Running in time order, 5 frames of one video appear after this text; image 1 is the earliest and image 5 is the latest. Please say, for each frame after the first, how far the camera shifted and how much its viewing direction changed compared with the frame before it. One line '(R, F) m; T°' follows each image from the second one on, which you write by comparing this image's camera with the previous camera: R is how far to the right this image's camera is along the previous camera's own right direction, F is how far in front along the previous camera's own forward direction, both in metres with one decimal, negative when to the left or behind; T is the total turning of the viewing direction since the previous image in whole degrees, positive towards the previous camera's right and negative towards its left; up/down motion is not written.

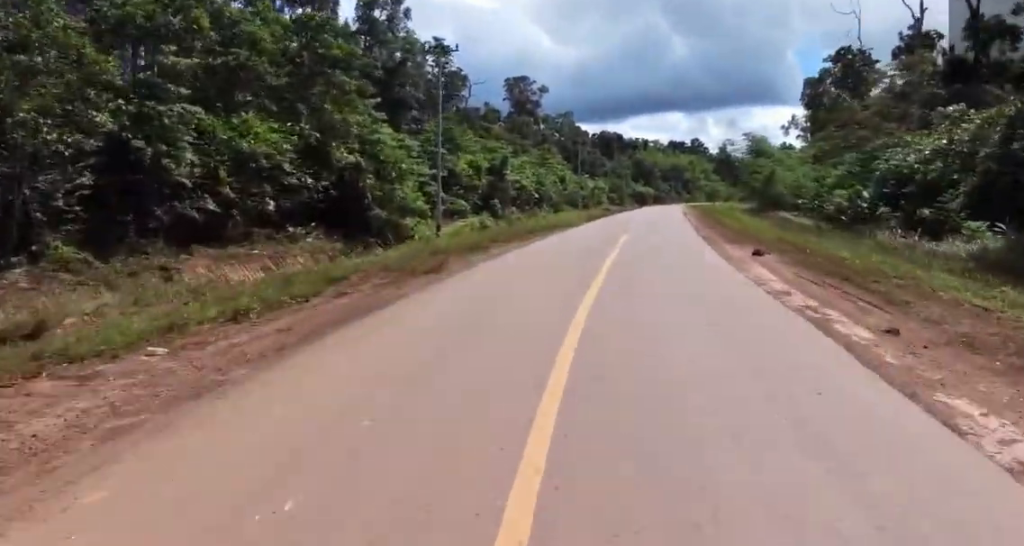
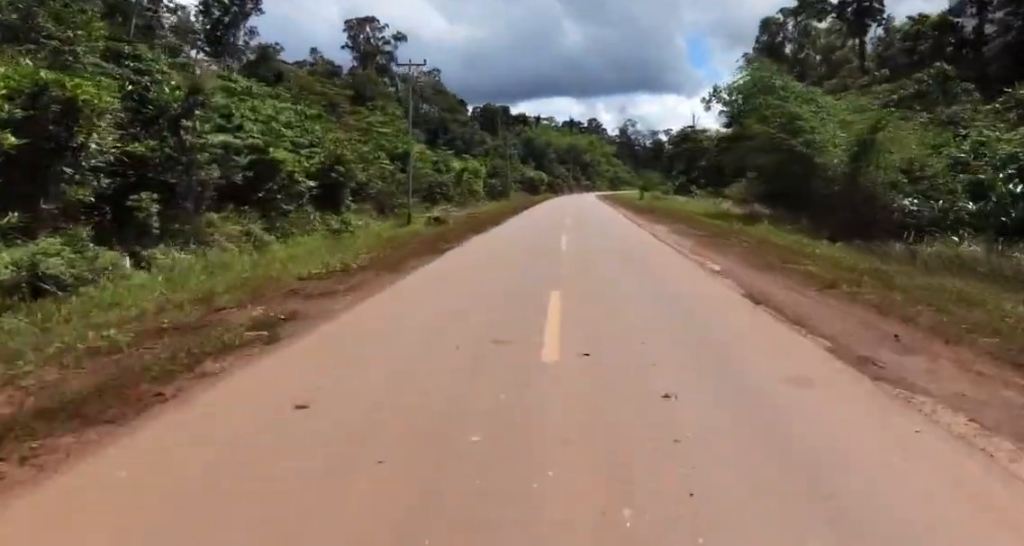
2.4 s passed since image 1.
(+8.2, +37.5) m; +13°
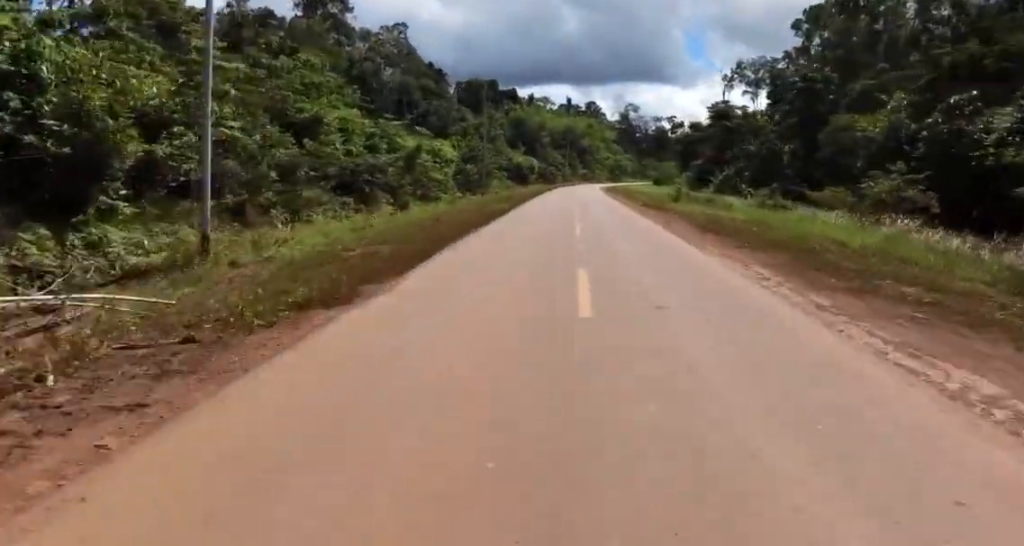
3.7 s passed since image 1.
(-1.0, +23.5) m; +2°
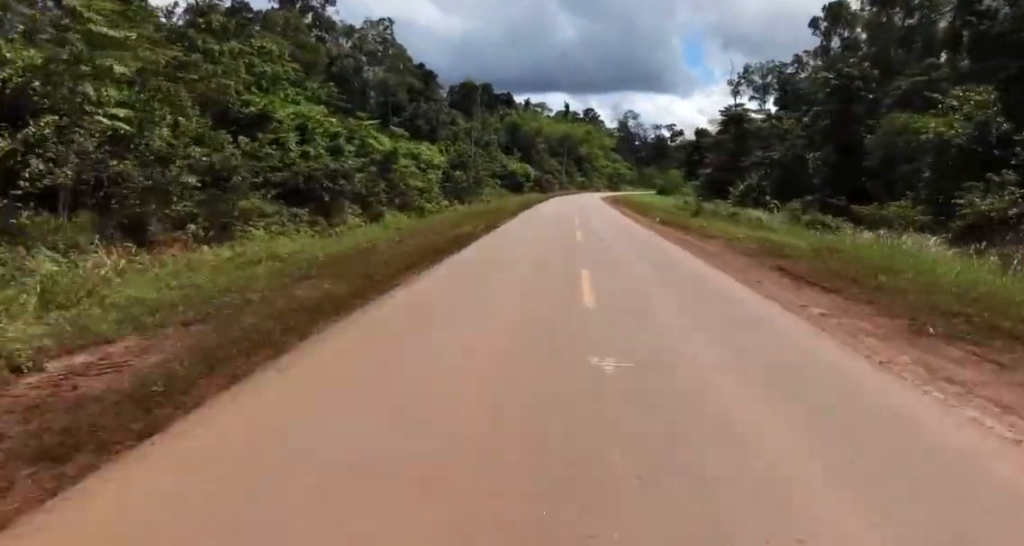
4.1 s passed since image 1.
(+0.1, +8.0) m; +1°
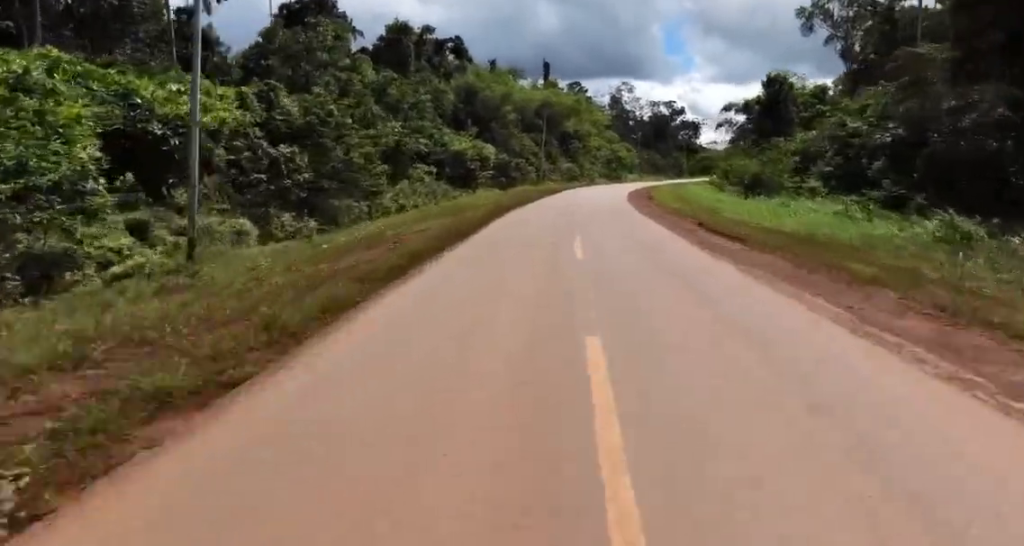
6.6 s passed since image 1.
(-1.8, +46.2) m; -2°
